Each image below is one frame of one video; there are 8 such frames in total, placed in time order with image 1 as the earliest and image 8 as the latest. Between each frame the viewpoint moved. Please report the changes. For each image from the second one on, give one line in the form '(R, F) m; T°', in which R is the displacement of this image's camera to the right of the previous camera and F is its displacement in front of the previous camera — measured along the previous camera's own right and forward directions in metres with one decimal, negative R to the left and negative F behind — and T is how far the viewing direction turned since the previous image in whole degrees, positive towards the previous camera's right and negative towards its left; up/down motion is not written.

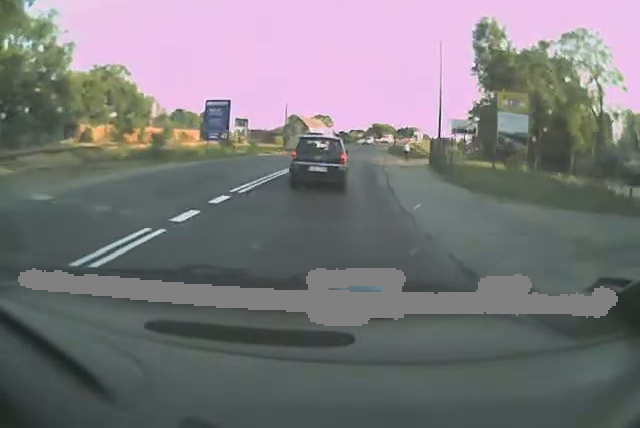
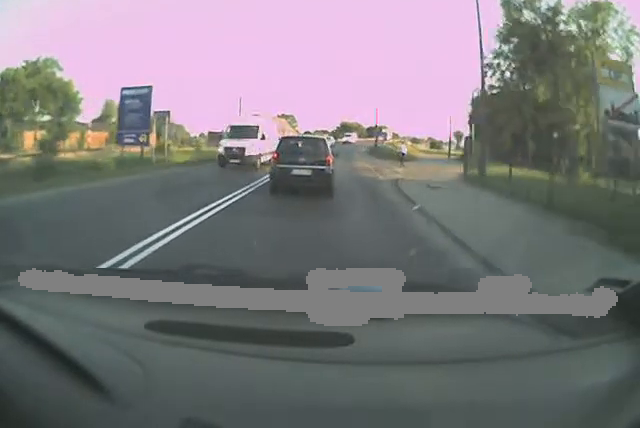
(-0.7, +13.5) m; 0°
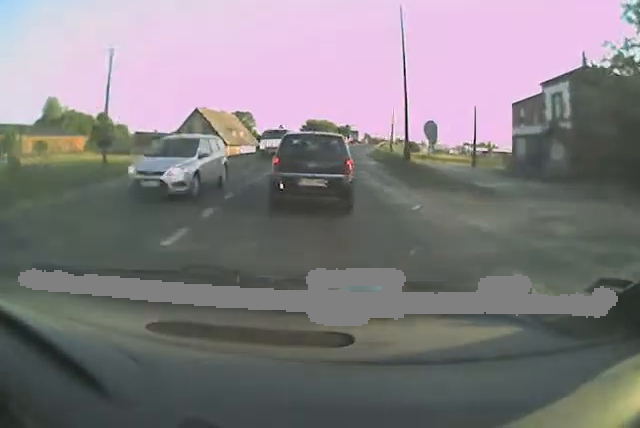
(+2.3, +22.7) m; +9°
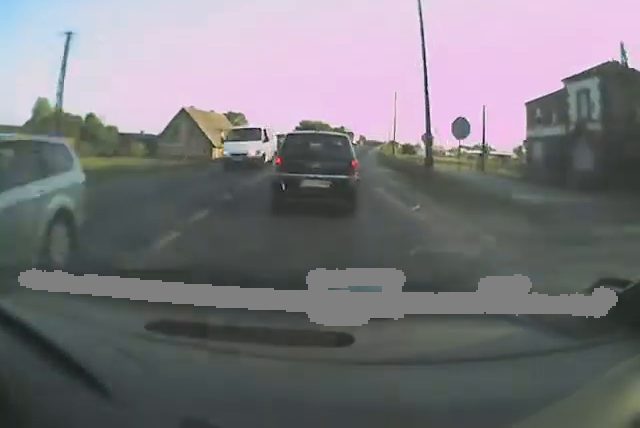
(+0.2, +6.3) m; +2°
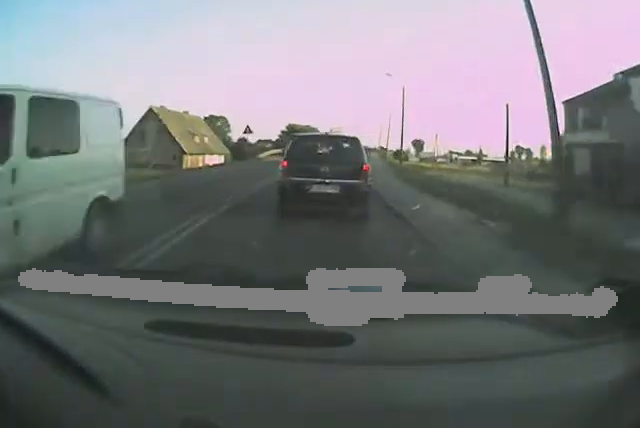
(0.0, +7.0) m; +1°
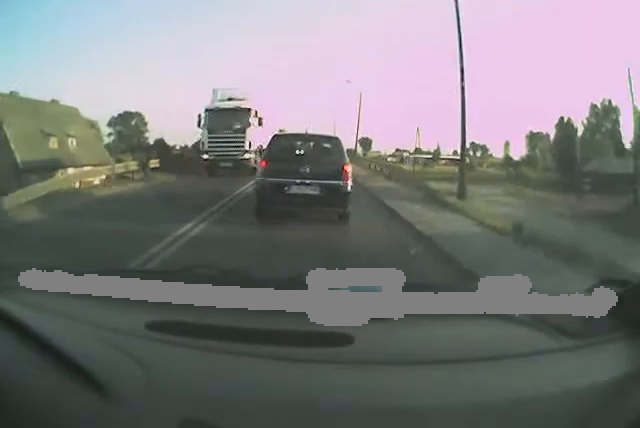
(+0.8, +22.6) m; +6°
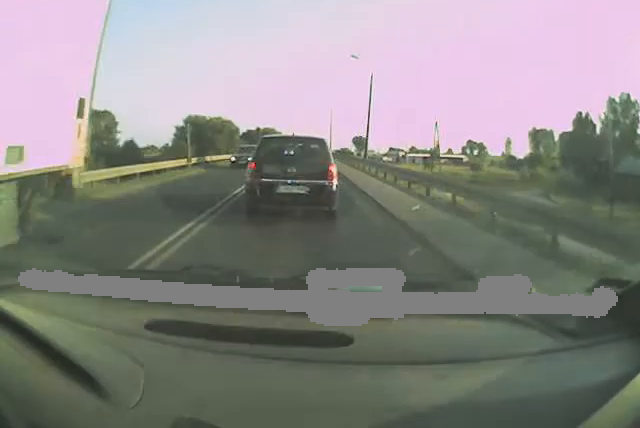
(+0.6, +11.7) m; +3°
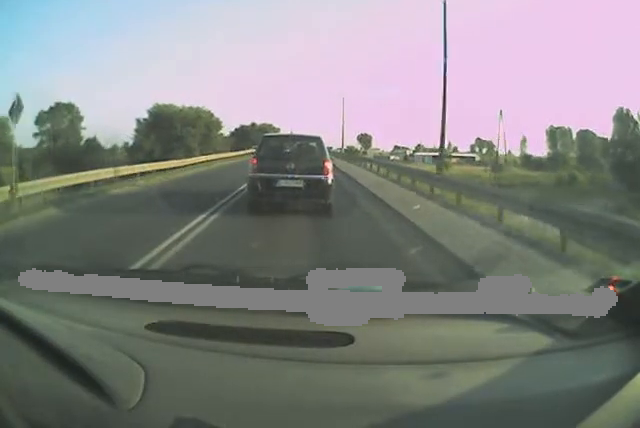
(+0.6, +20.0) m; +3°
